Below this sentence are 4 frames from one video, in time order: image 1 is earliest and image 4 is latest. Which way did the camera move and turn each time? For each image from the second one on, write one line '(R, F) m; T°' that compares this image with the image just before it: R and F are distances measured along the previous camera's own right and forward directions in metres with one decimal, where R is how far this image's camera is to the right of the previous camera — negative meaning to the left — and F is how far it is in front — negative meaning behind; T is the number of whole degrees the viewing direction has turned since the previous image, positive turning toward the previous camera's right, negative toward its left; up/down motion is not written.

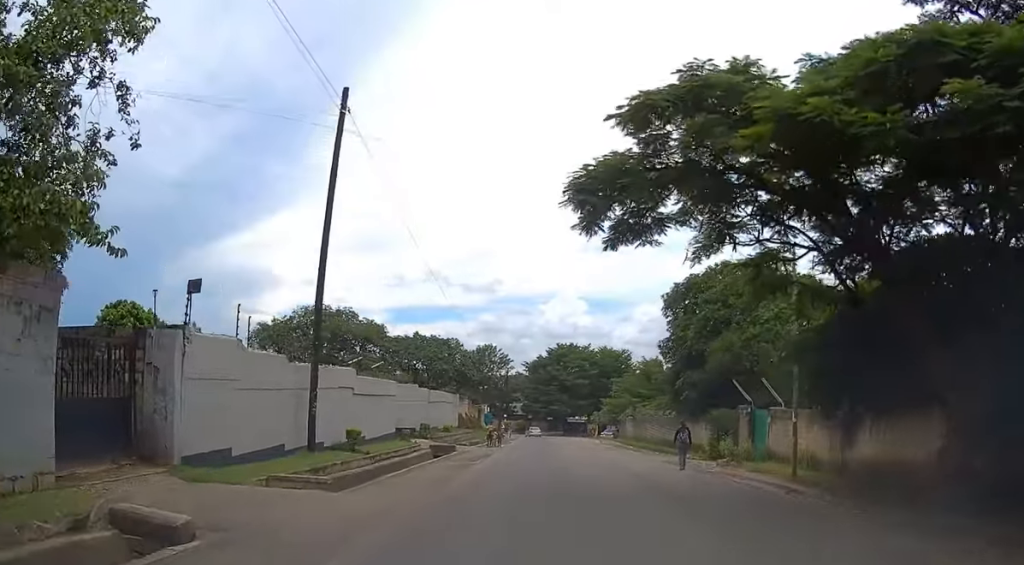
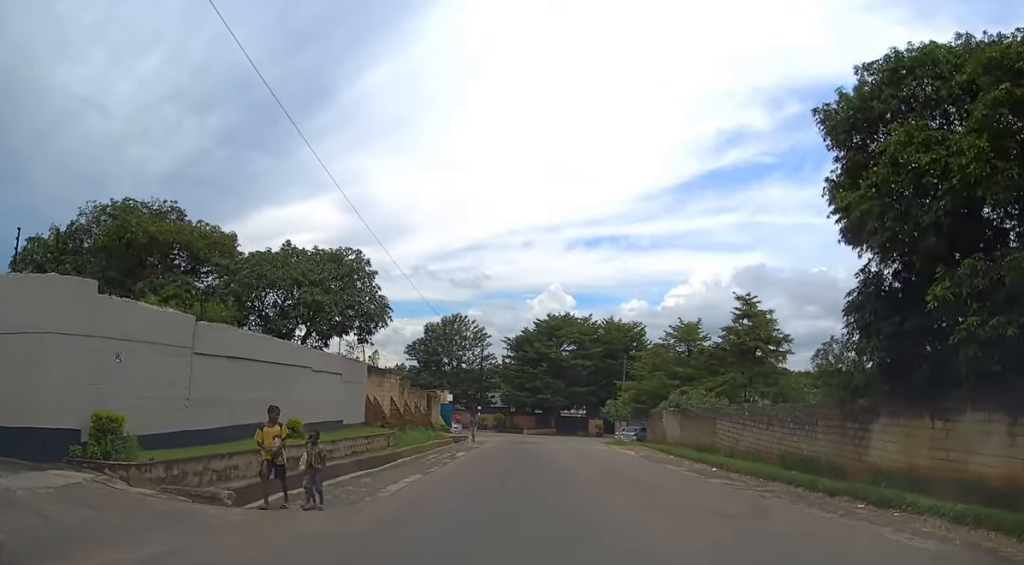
(+0.2, +27.6) m; +1°
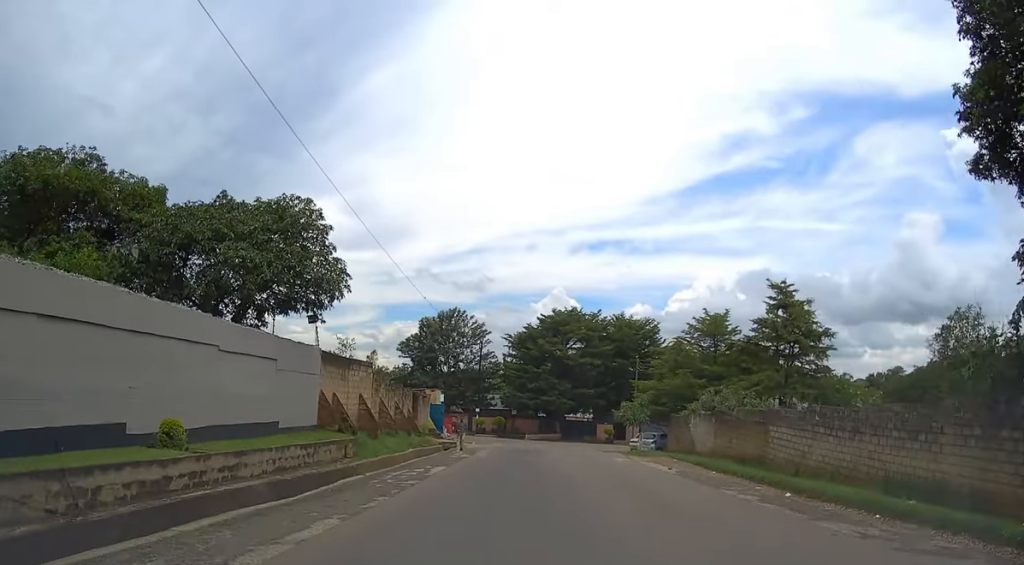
(+0.1, +7.1) m; 0°
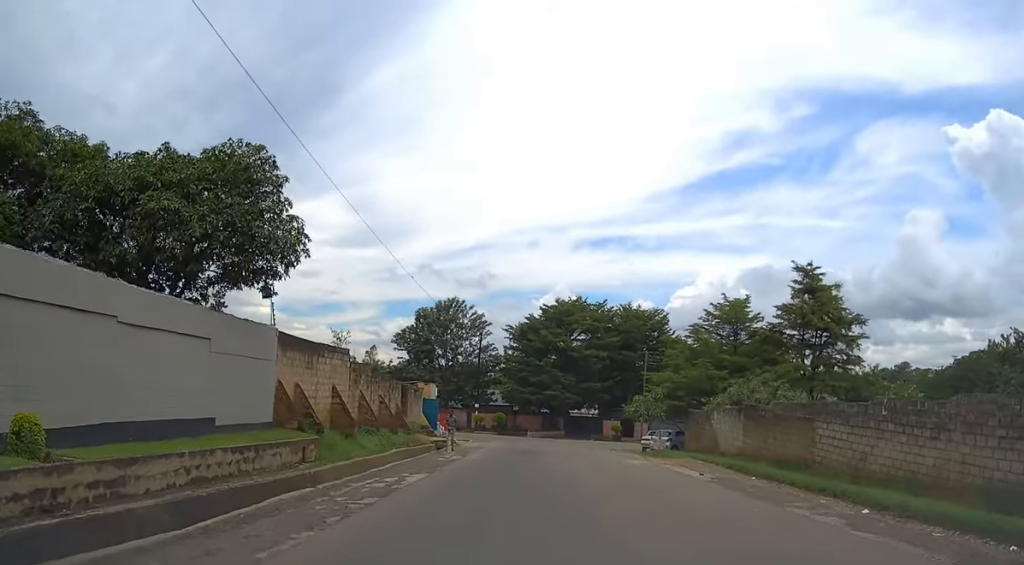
(0.0, +4.4) m; -1°
